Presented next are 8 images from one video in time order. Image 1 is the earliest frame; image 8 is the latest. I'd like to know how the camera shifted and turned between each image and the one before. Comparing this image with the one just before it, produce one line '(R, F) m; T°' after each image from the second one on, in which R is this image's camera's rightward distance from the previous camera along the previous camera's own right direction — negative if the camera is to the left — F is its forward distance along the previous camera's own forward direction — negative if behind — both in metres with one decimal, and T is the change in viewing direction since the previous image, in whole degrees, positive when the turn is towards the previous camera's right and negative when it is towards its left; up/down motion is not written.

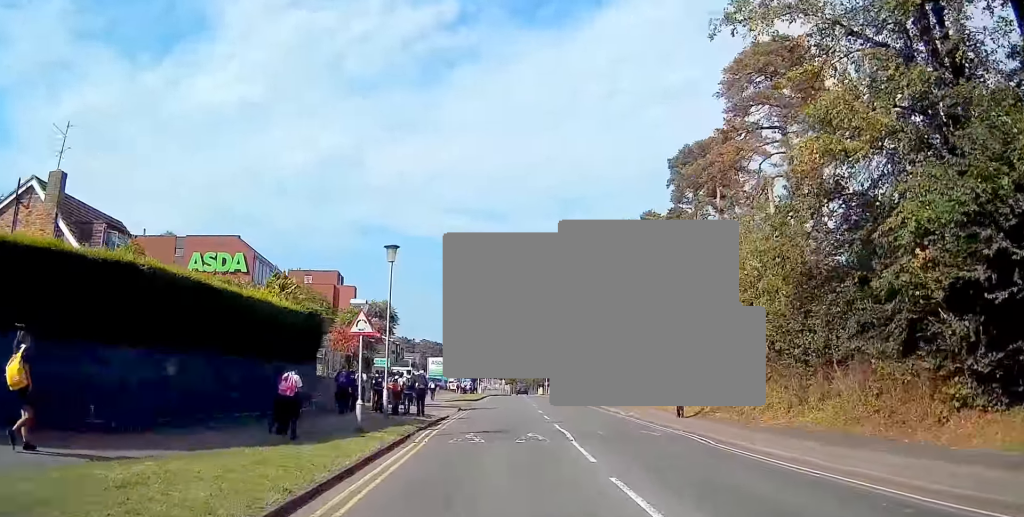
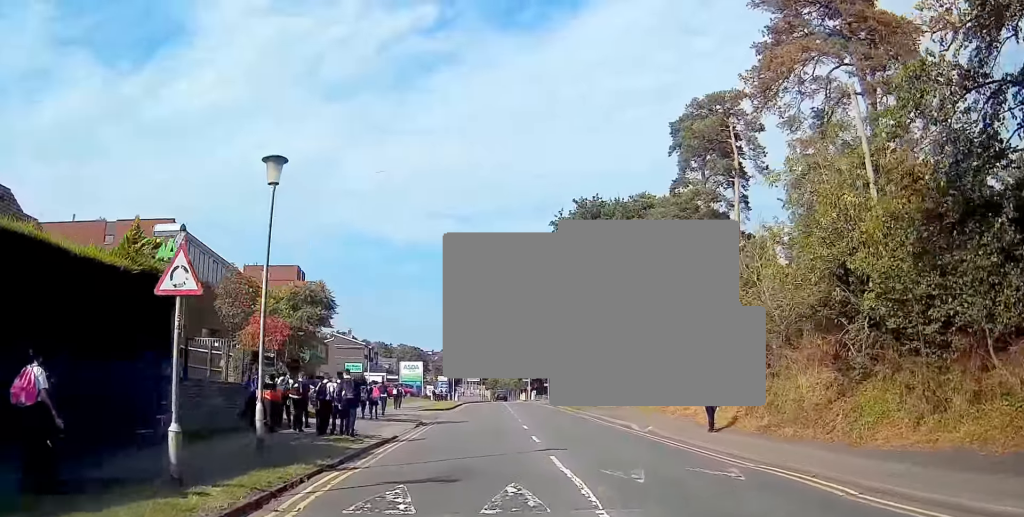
(0.0, +8.7) m; 0°
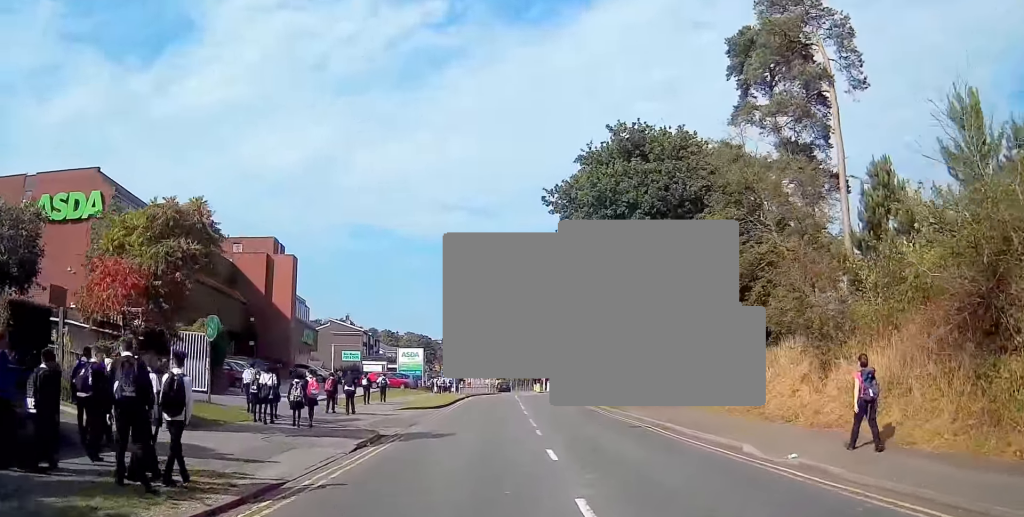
(0.0, +11.9) m; 0°
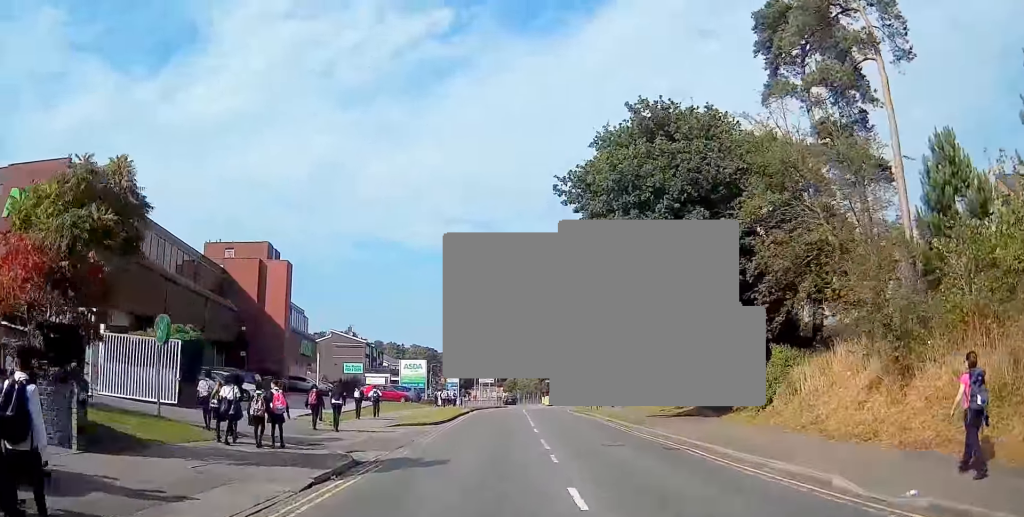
(0.0, +3.8) m; 0°
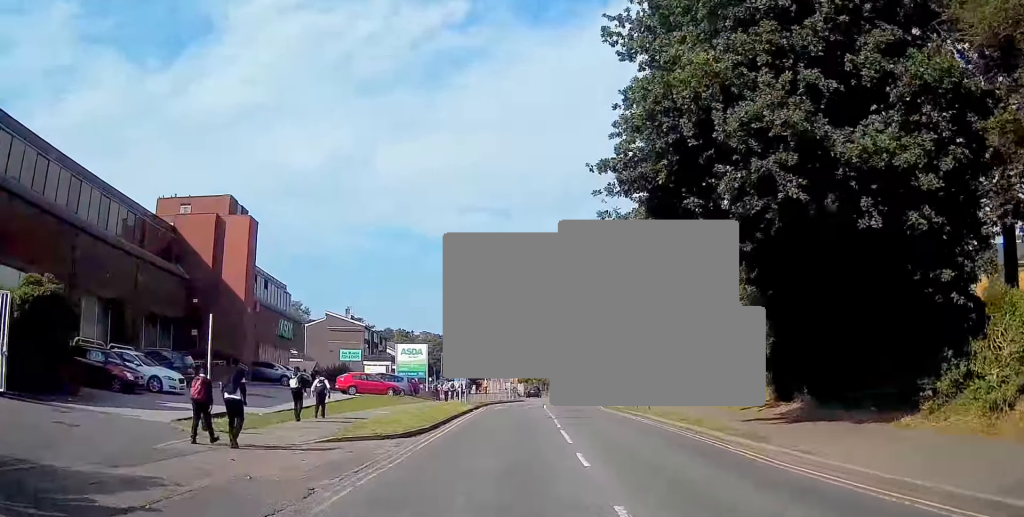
(0.0, +12.1) m; -2°
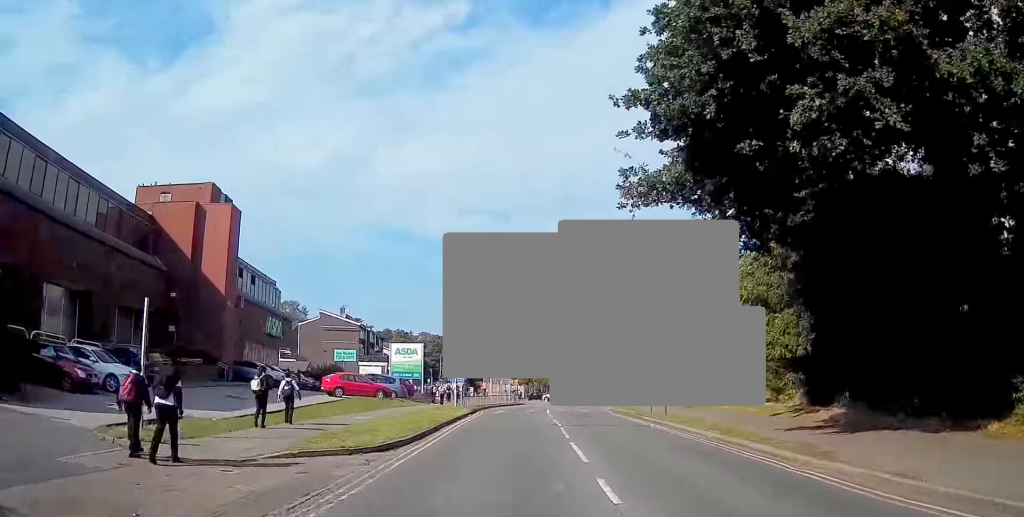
(-0.1, +3.4) m; -1°
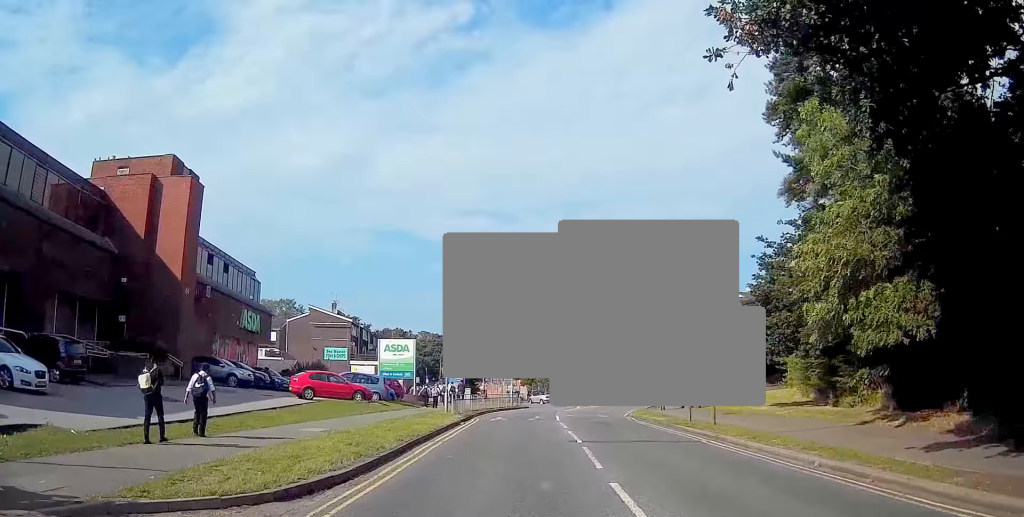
(-0.1, +6.6) m; -1°
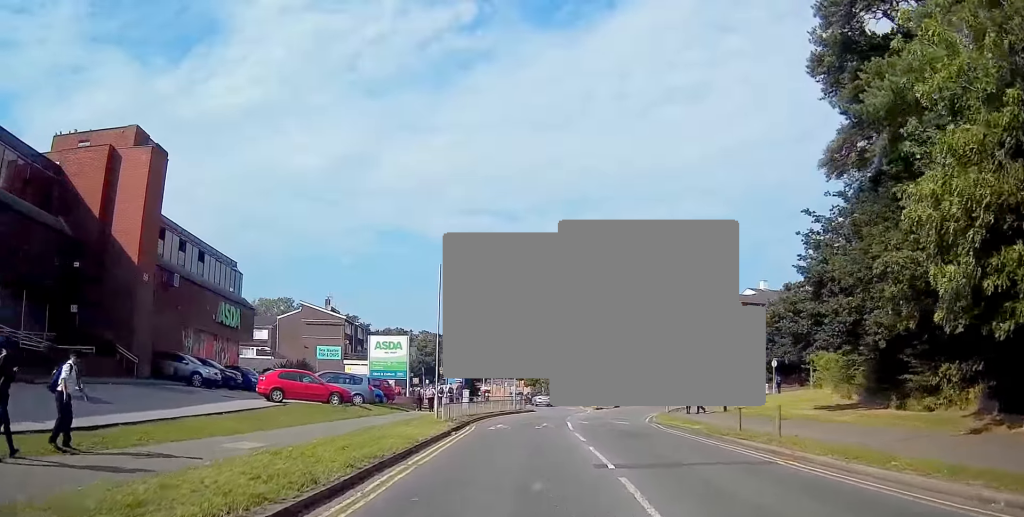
(0.0, +5.1) m; -1°
